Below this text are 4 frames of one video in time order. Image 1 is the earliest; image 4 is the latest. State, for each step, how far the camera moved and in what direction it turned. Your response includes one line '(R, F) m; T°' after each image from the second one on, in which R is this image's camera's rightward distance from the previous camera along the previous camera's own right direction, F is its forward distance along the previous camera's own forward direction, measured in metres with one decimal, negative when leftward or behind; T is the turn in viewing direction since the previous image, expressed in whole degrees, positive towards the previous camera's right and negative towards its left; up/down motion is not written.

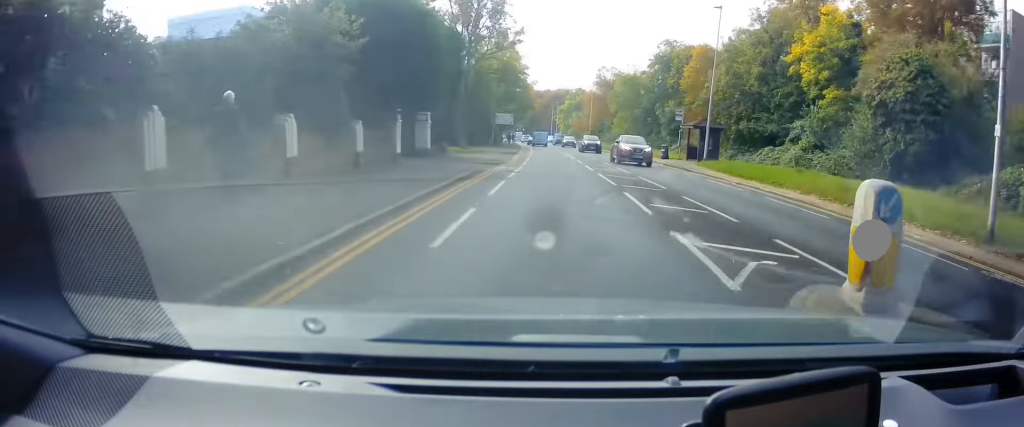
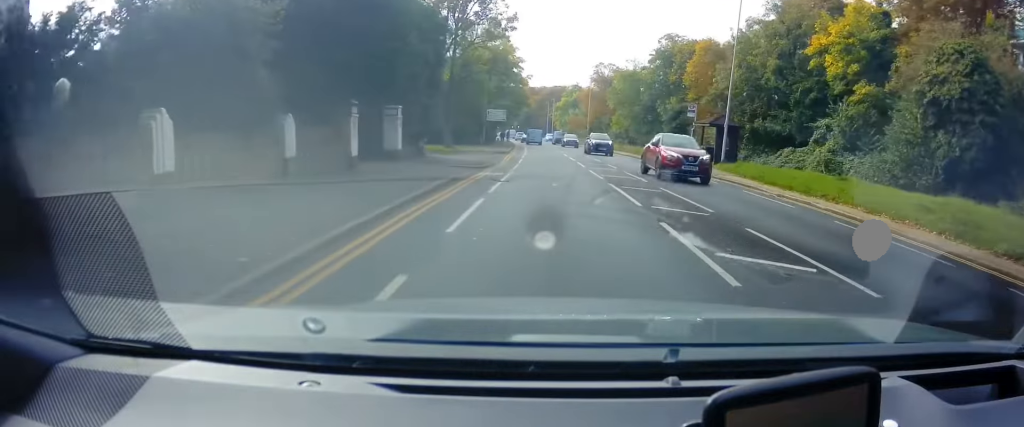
(-0.2, +4.6) m; 0°
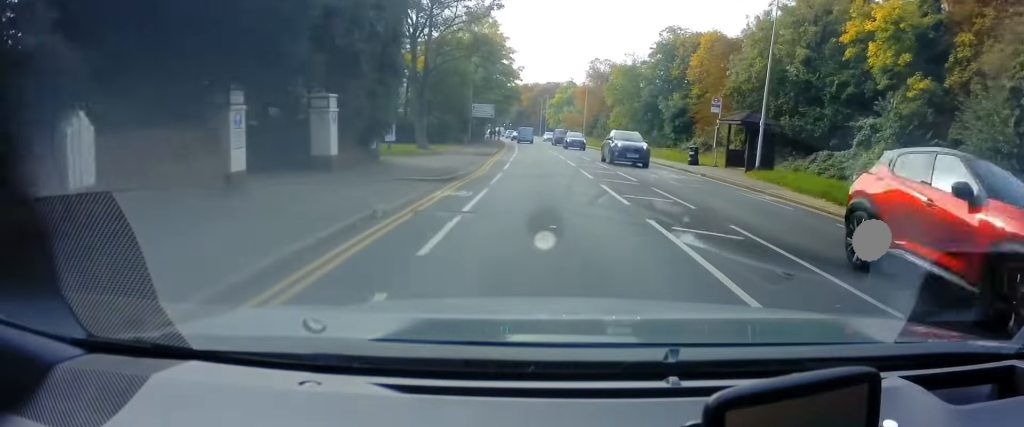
(-0.1, +6.3) m; 0°
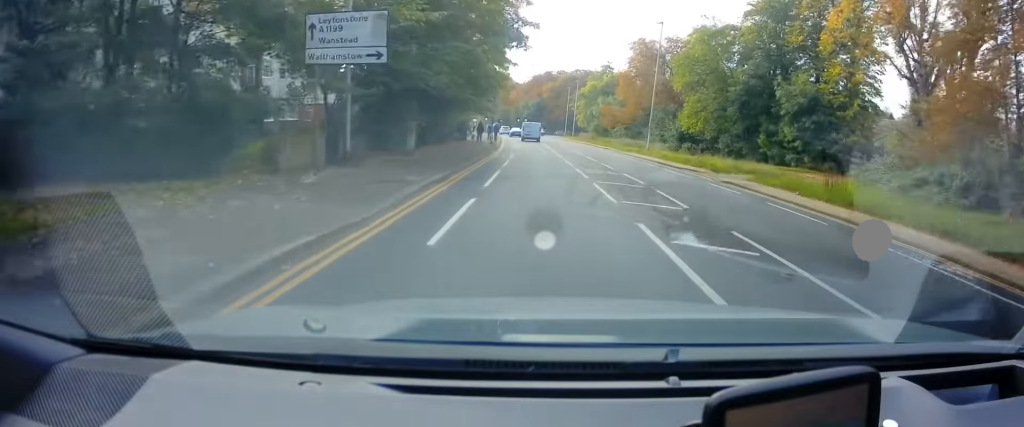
(+0.9, +37.6) m; -1°
